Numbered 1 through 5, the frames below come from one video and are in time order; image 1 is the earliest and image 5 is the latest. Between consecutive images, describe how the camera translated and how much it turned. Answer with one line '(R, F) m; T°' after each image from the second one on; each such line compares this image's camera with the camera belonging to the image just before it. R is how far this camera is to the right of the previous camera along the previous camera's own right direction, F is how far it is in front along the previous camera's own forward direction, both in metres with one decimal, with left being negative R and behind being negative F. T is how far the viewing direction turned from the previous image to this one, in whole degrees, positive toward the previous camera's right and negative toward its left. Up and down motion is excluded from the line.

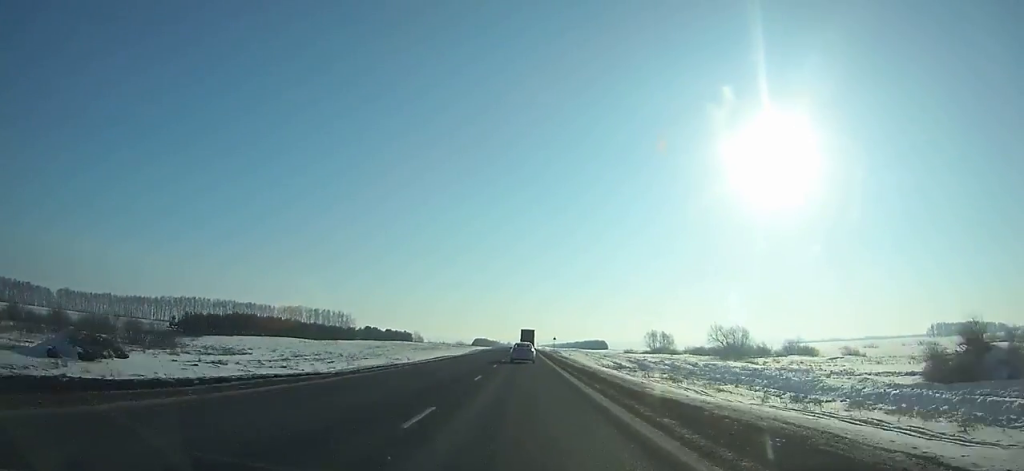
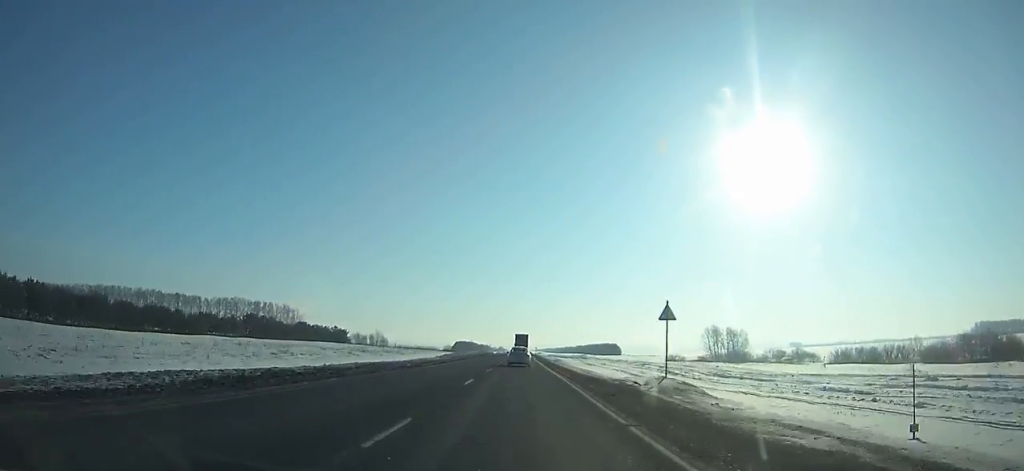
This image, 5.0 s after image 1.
(+0.7, +109.8) m; 0°
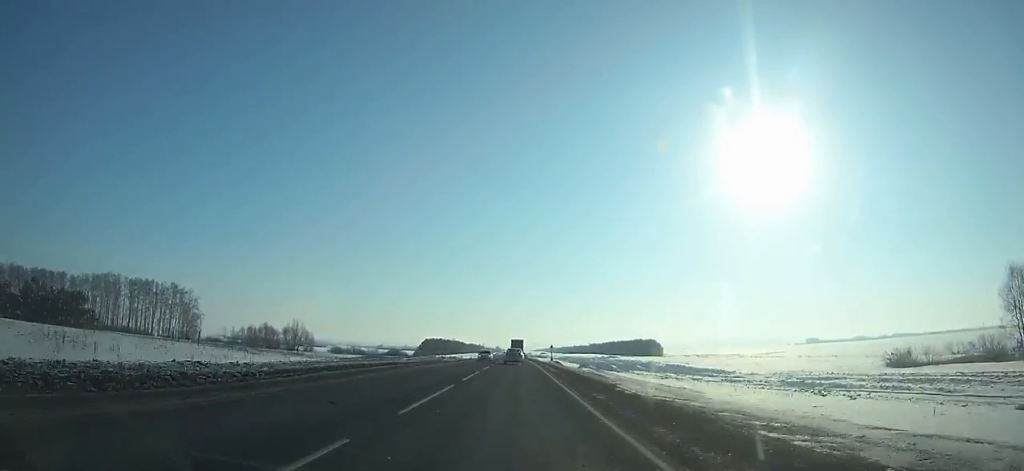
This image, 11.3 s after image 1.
(+0.2, +137.3) m; 0°
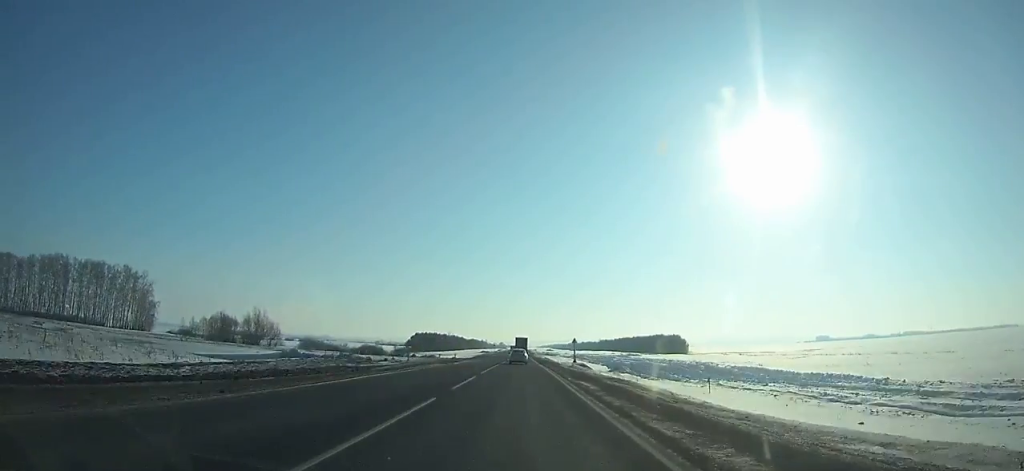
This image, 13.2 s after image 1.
(-0.2, +41.2) m; 0°
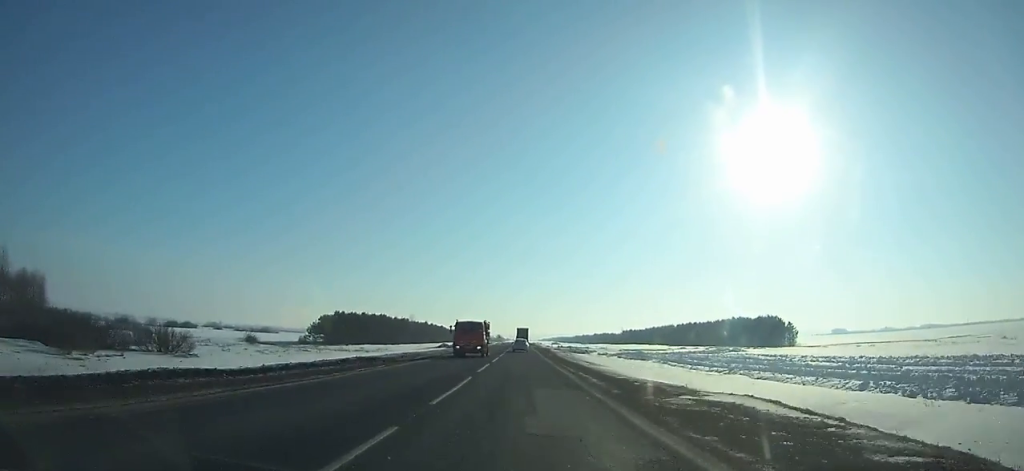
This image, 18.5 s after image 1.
(-0.3, +115.0) m; 0°
